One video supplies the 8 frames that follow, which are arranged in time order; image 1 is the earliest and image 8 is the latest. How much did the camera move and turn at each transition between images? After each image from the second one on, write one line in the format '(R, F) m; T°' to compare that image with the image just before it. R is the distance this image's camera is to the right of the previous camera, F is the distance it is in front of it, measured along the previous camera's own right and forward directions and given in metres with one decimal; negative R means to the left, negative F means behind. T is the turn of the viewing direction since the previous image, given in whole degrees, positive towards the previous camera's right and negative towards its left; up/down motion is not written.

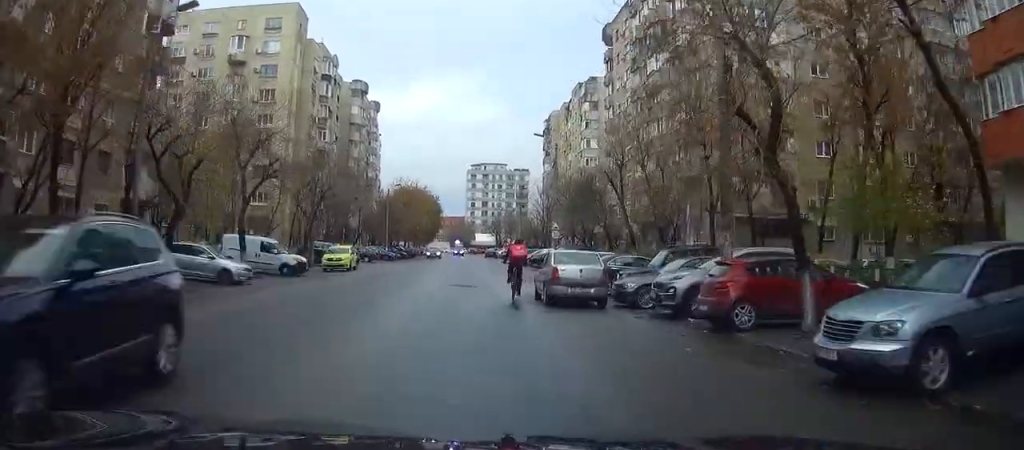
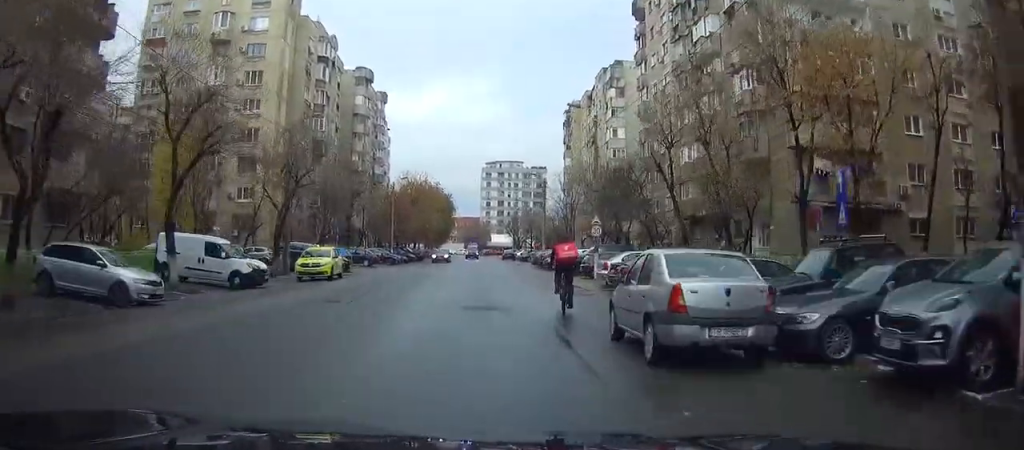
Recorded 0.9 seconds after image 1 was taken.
(+0.1, +9.9) m; -1°
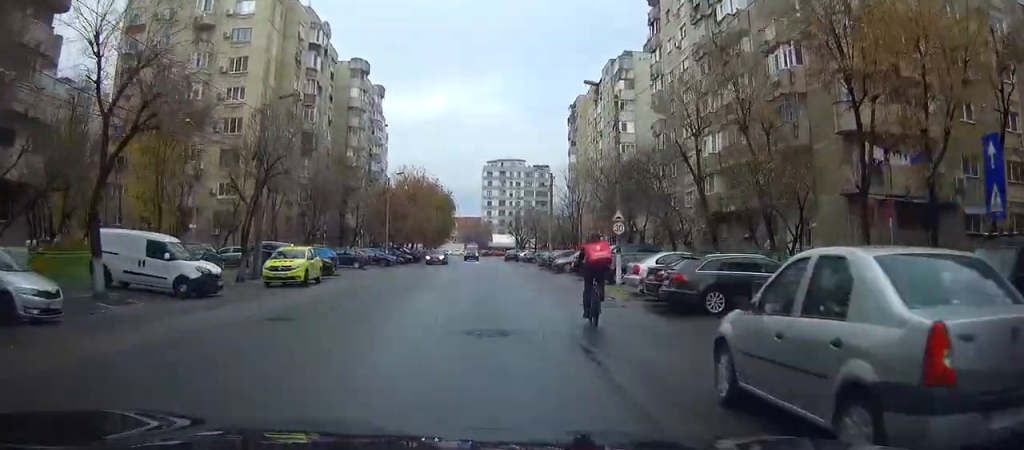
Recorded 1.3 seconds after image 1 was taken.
(+0.1, +5.4) m; -1°
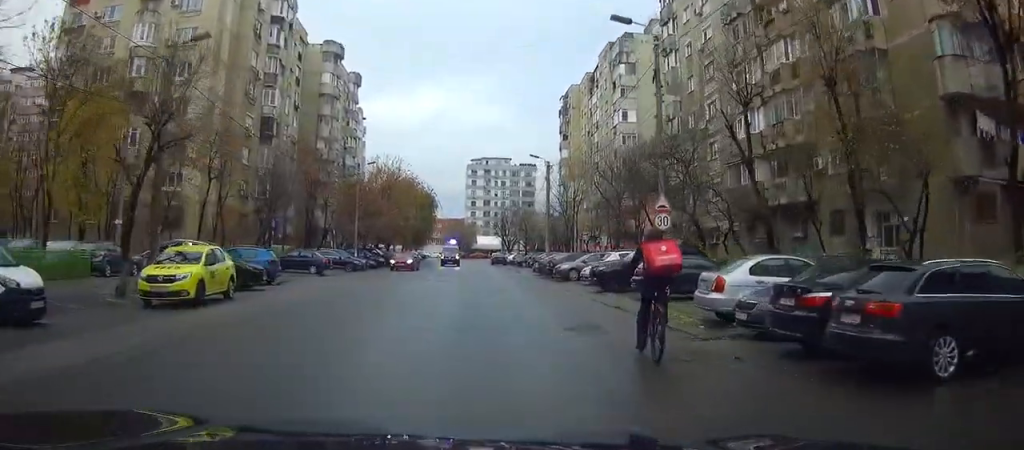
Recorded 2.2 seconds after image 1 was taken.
(-0.4, +9.5) m; -2°
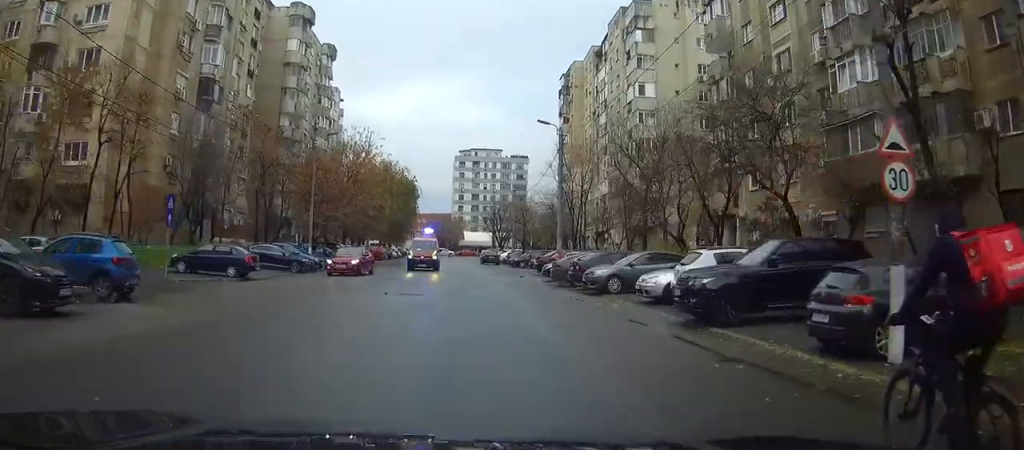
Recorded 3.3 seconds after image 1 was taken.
(-0.1, +13.2) m; -1°
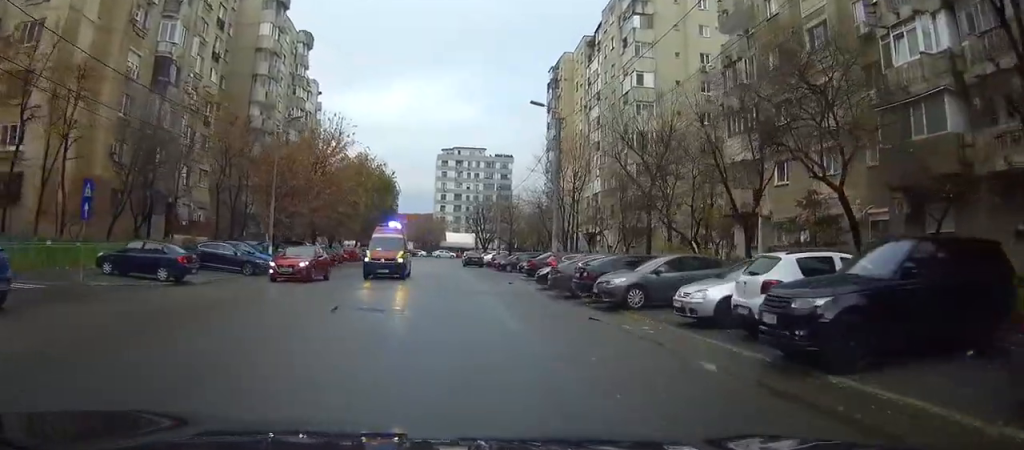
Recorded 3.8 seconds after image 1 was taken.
(0.0, +5.6) m; 0°
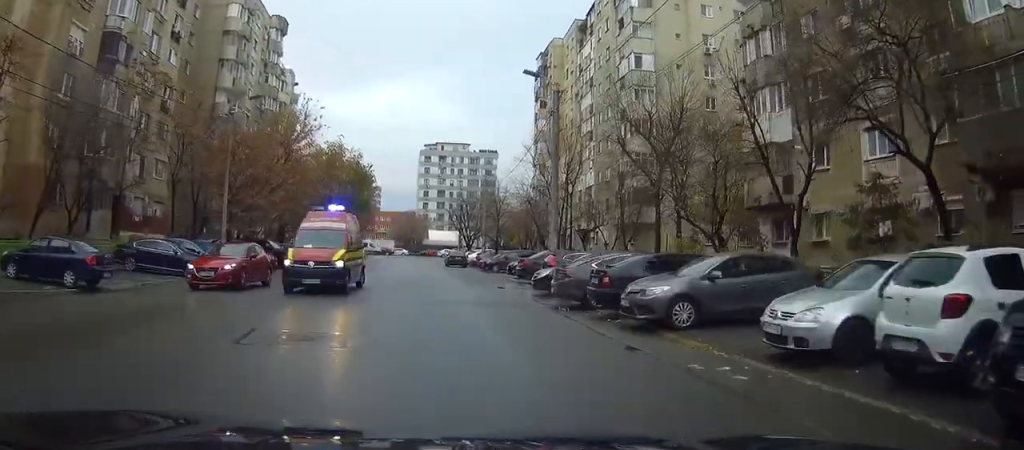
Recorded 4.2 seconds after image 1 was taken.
(-0.1, +5.6) m; 0°
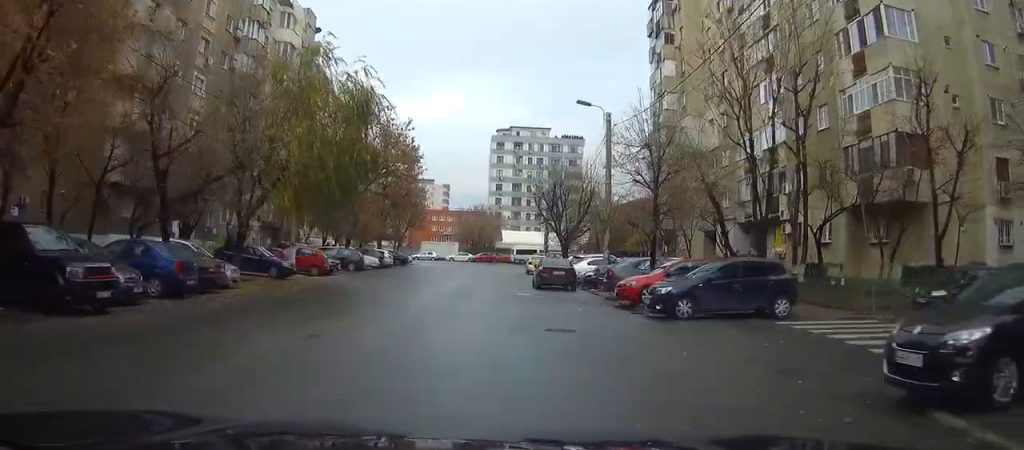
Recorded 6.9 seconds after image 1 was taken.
(+0.6, +31.2) m; -1°
